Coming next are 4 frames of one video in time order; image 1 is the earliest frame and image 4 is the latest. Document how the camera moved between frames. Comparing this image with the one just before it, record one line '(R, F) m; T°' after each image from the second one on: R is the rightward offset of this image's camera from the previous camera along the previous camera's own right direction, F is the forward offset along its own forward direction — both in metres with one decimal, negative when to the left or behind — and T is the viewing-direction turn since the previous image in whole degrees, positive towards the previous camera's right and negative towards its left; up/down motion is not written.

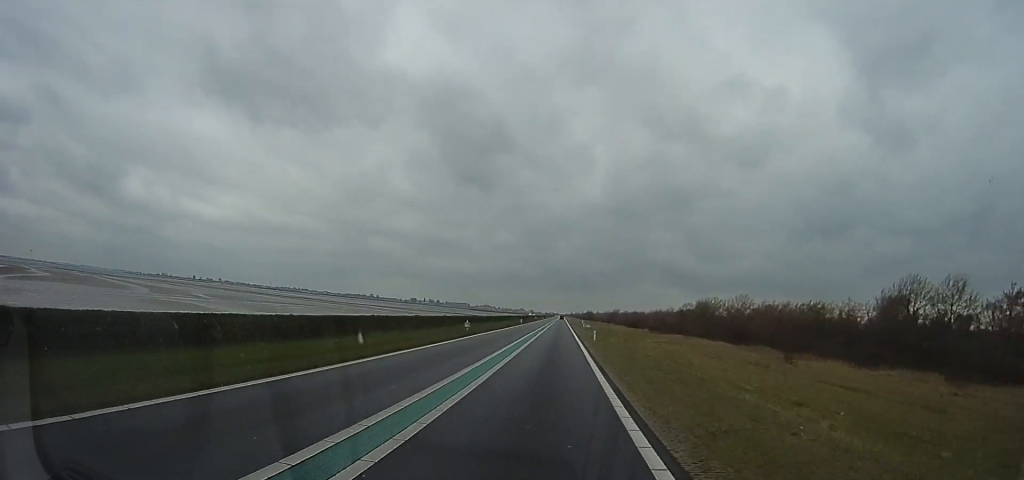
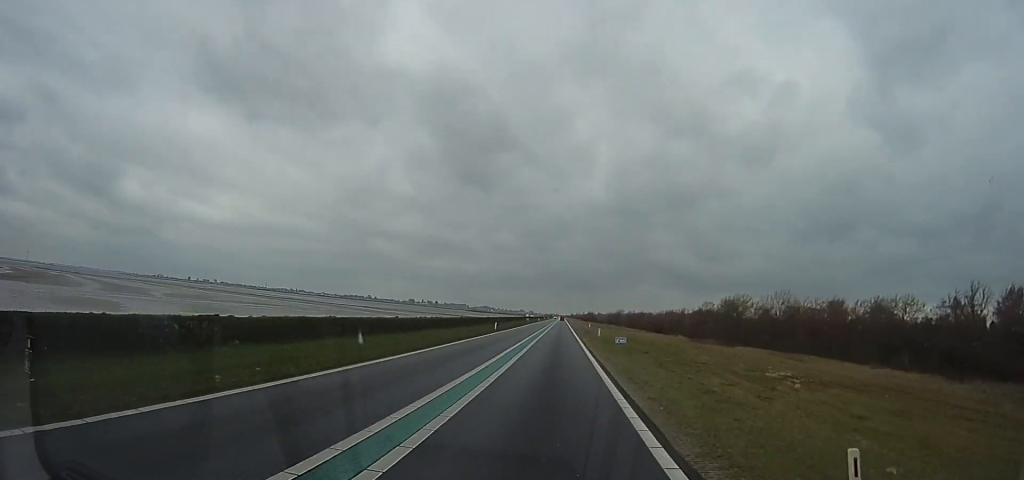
(-0.9, +34.7) m; -2°
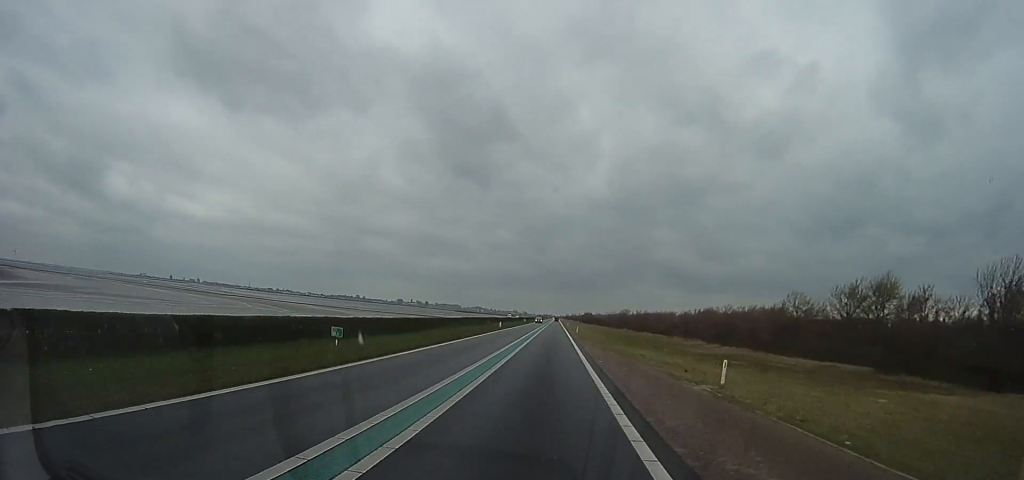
(+0.5, +86.9) m; +2°
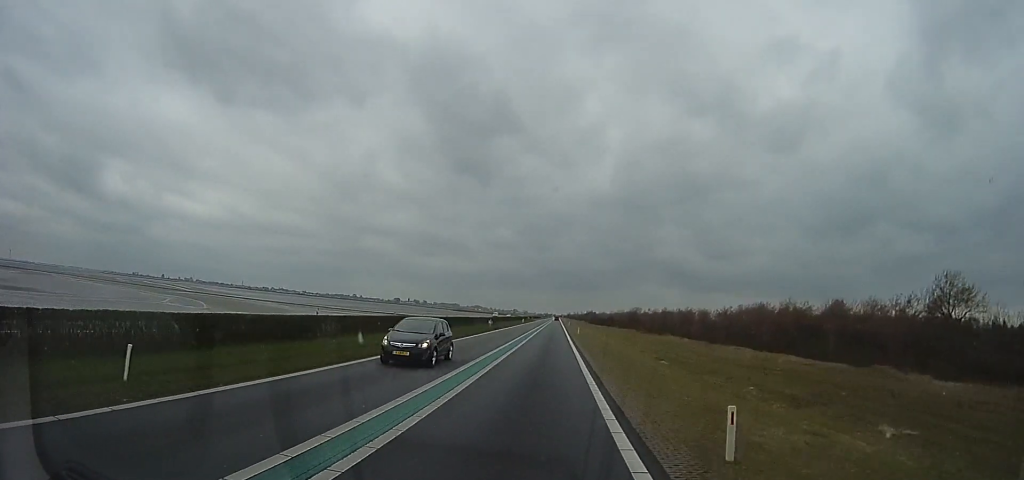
(-0.3, +56.5) m; -2°
